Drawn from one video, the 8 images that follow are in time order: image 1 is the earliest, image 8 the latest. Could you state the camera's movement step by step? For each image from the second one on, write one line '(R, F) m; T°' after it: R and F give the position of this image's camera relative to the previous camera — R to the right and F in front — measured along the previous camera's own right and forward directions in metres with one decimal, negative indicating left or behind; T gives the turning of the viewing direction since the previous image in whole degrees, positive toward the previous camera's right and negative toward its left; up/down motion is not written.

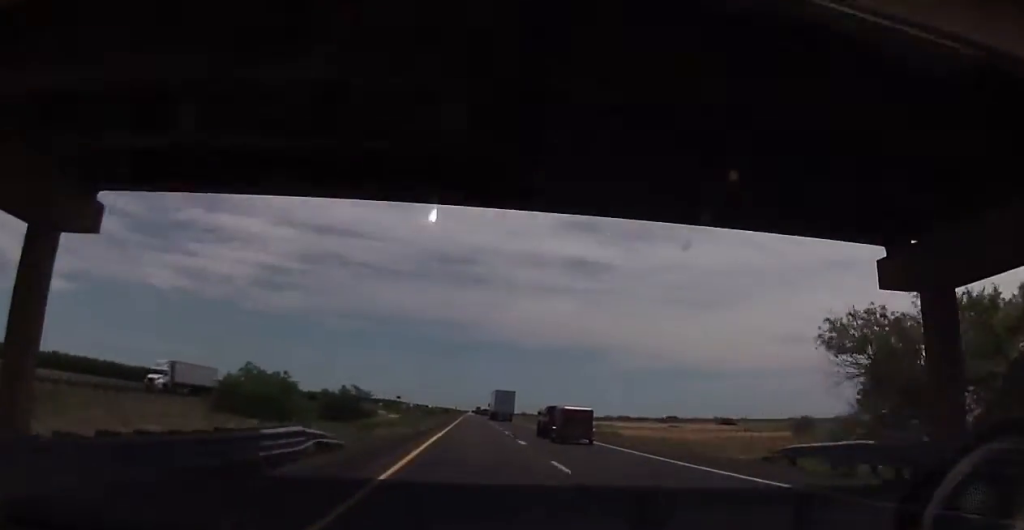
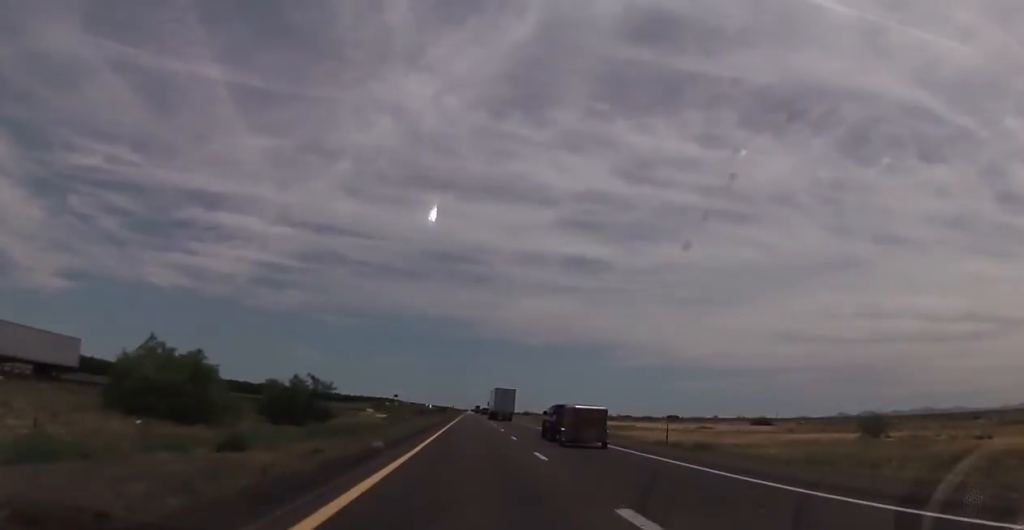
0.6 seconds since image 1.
(0.0, +20.6) m; 0°
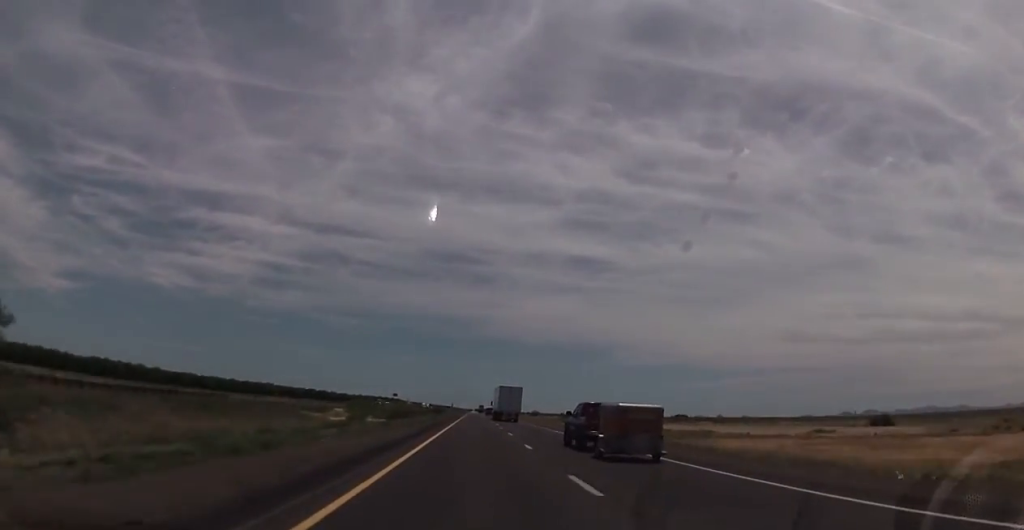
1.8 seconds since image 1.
(+0.3, +43.8) m; 0°
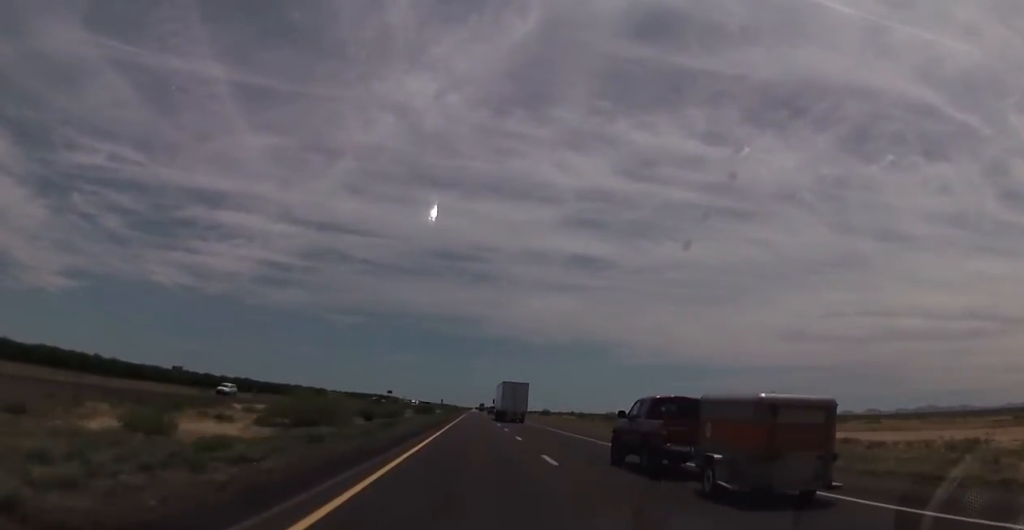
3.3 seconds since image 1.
(-0.8, +55.0) m; -1°
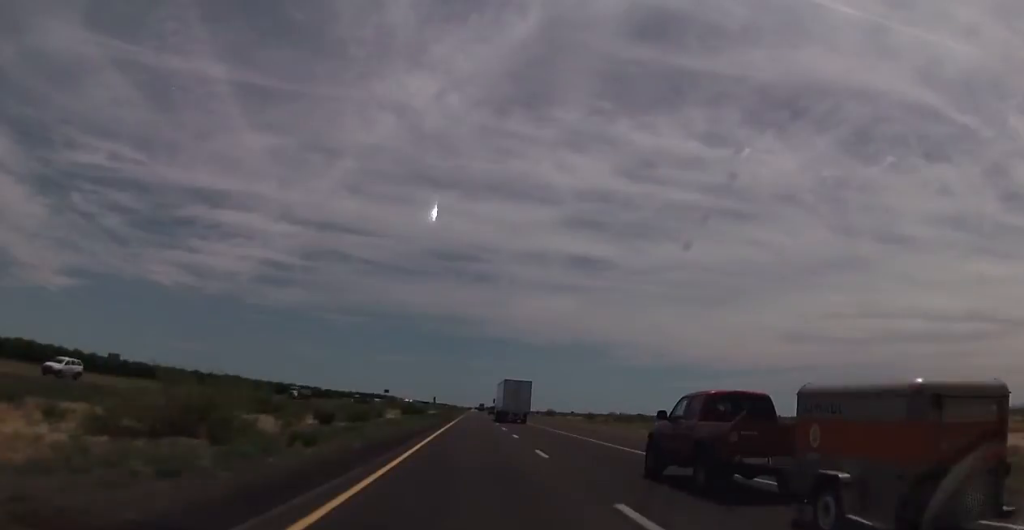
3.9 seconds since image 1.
(+0.4, +22.0) m; 0°
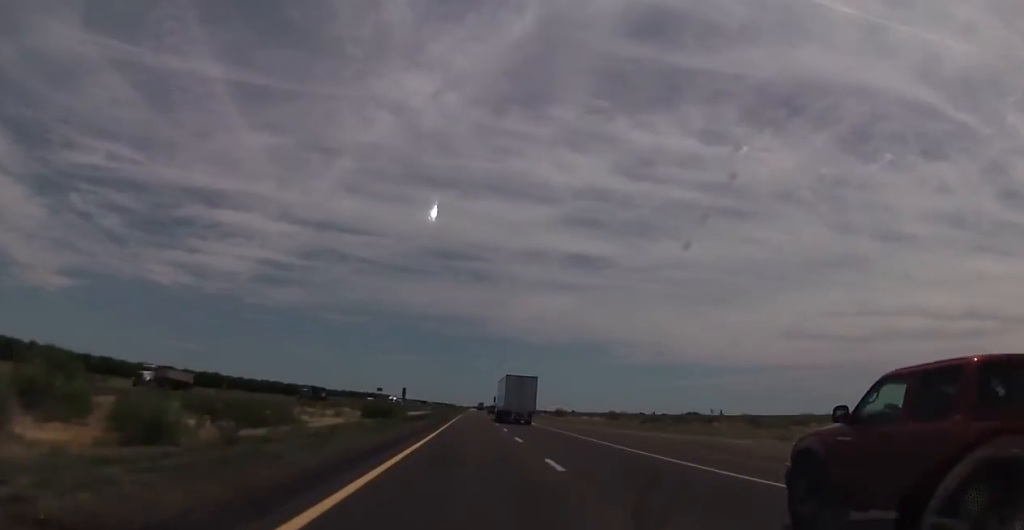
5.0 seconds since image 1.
(+0.3, +40.3) m; 0°
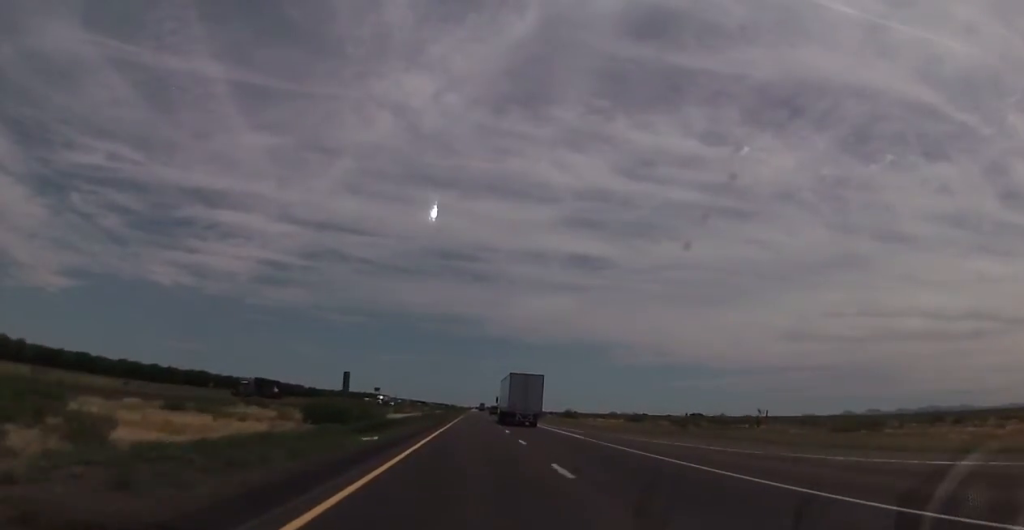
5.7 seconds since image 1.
(-0.1, +25.6) m; 0°
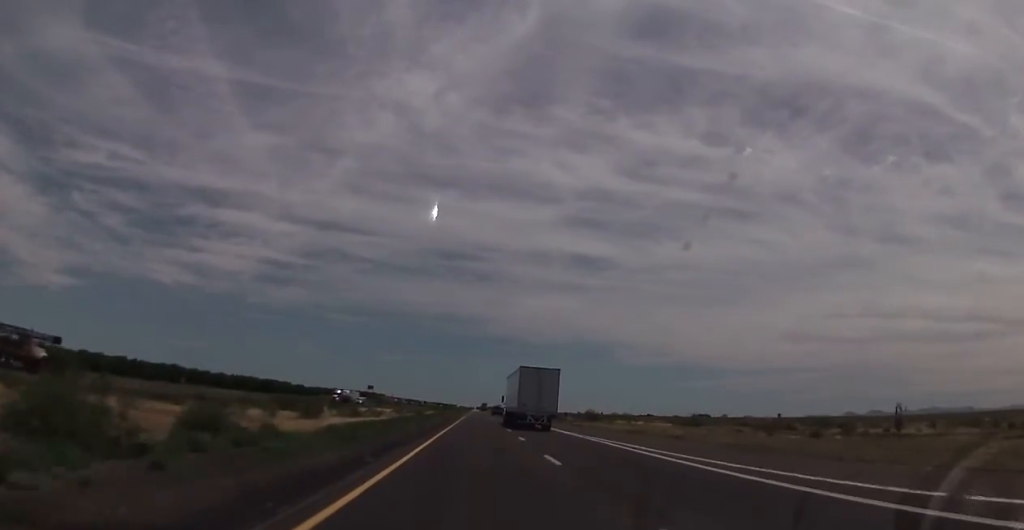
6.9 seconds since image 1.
(0.0, +45.0) m; 0°
